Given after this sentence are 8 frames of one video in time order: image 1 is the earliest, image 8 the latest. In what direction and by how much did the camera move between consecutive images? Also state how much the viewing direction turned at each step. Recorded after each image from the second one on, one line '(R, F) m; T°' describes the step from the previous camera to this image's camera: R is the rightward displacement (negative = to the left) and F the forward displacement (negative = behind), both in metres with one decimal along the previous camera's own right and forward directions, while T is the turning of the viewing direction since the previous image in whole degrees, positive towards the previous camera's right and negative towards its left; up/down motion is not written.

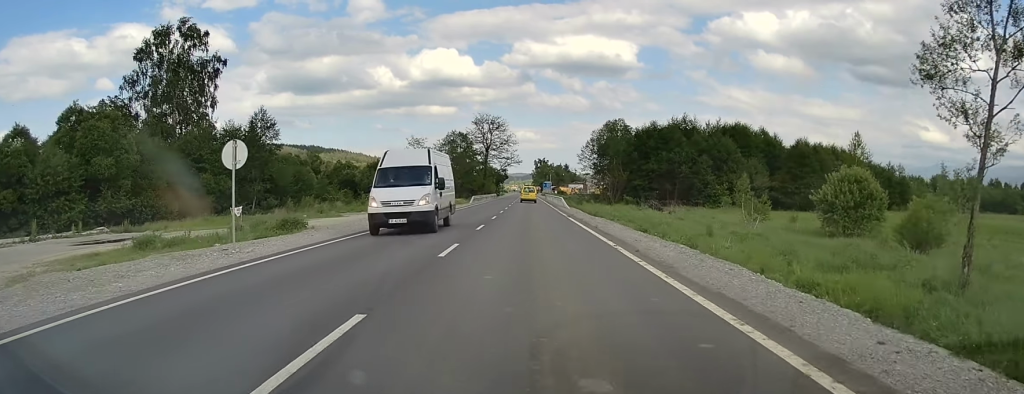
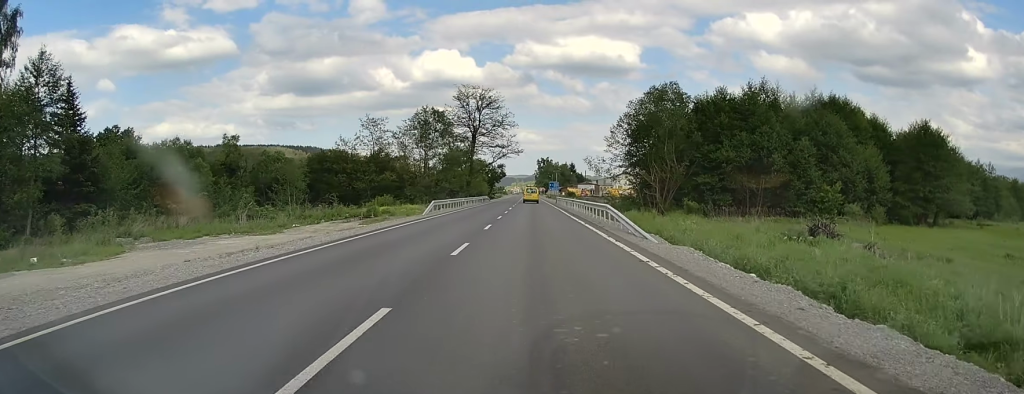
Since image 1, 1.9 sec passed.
(-0.4, +35.7) m; -1°
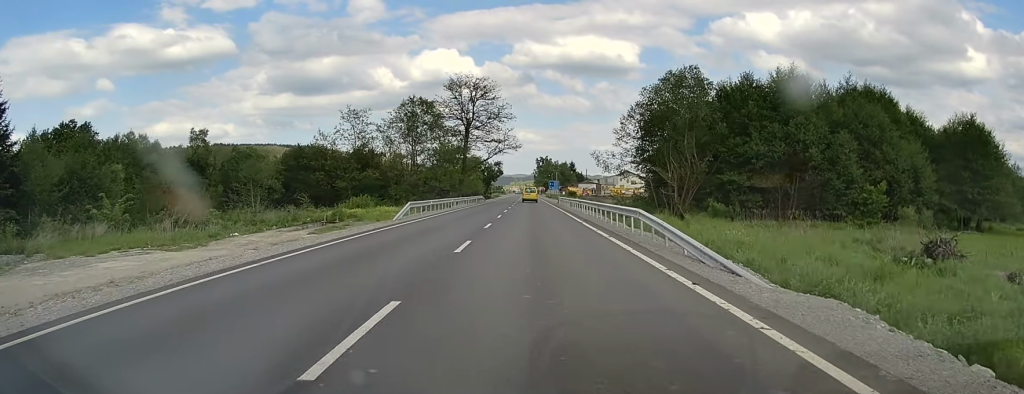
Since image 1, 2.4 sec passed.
(0.0, +8.7) m; 0°
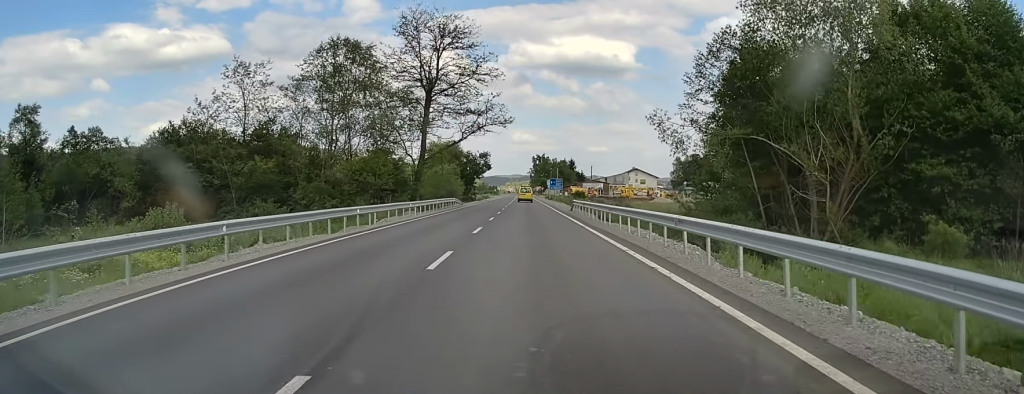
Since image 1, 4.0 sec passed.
(+0.6, +30.1) m; +2°
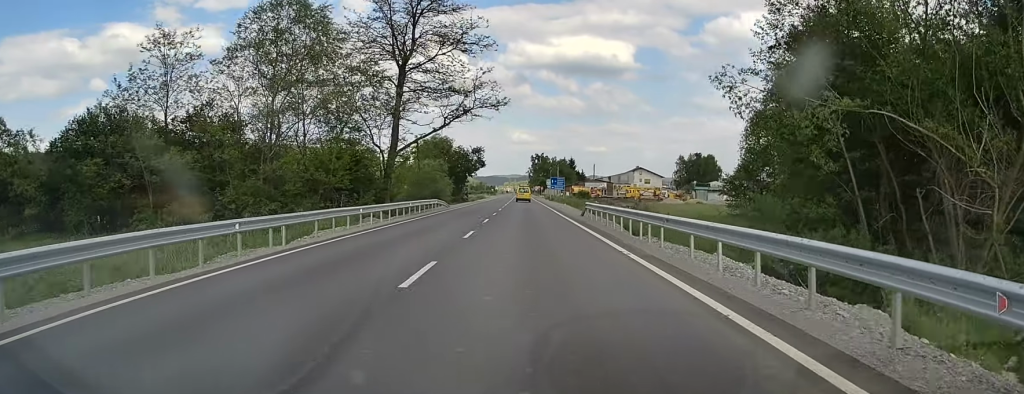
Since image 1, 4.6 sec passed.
(+0.1, +11.0) m; 0°
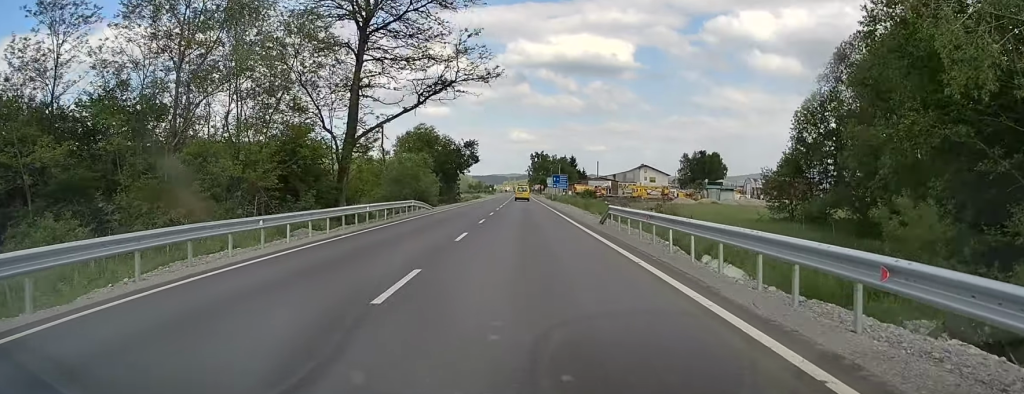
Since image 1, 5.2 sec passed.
(-0.2, +10.3) m; -1°
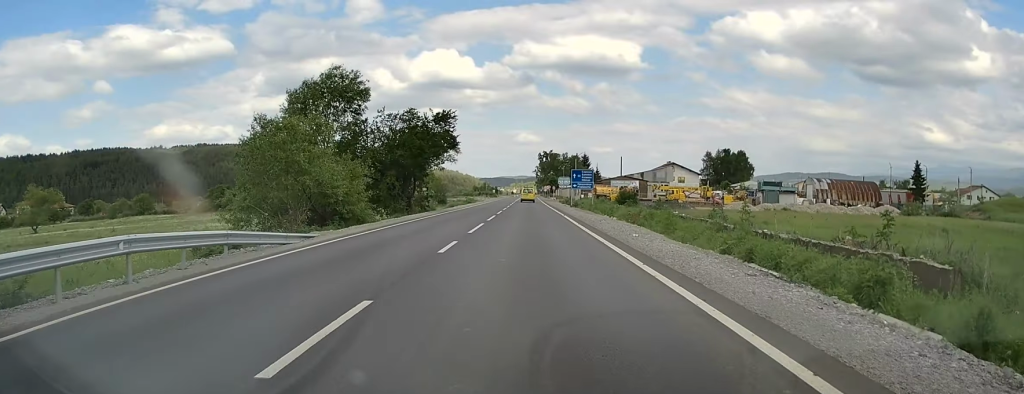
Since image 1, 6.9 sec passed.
(+0.2, +30.3) m; +1°
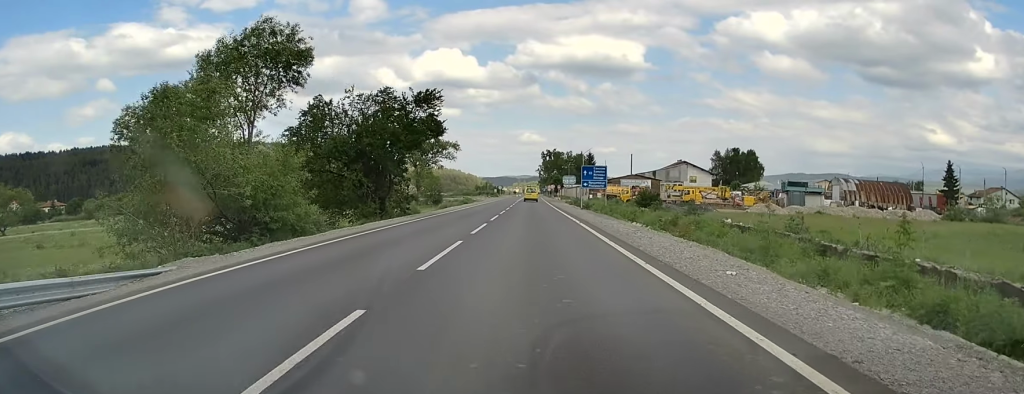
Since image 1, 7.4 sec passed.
(+0.3, +9.6) m; 0°
